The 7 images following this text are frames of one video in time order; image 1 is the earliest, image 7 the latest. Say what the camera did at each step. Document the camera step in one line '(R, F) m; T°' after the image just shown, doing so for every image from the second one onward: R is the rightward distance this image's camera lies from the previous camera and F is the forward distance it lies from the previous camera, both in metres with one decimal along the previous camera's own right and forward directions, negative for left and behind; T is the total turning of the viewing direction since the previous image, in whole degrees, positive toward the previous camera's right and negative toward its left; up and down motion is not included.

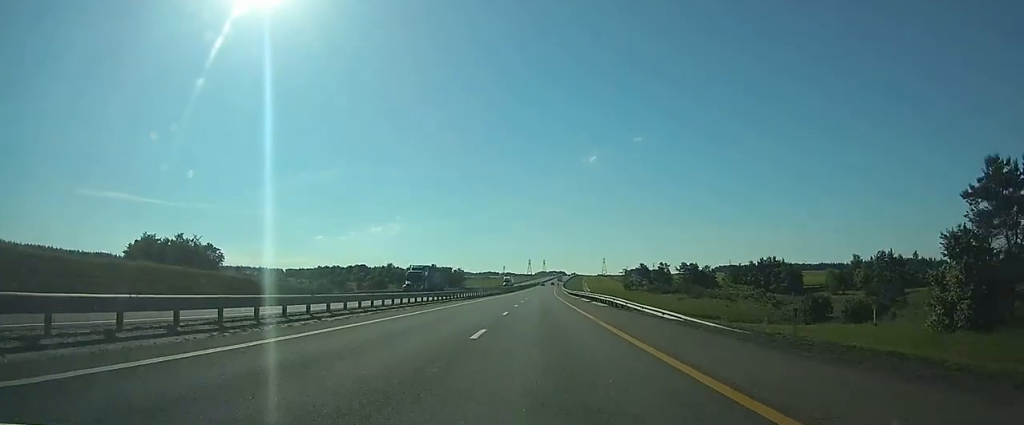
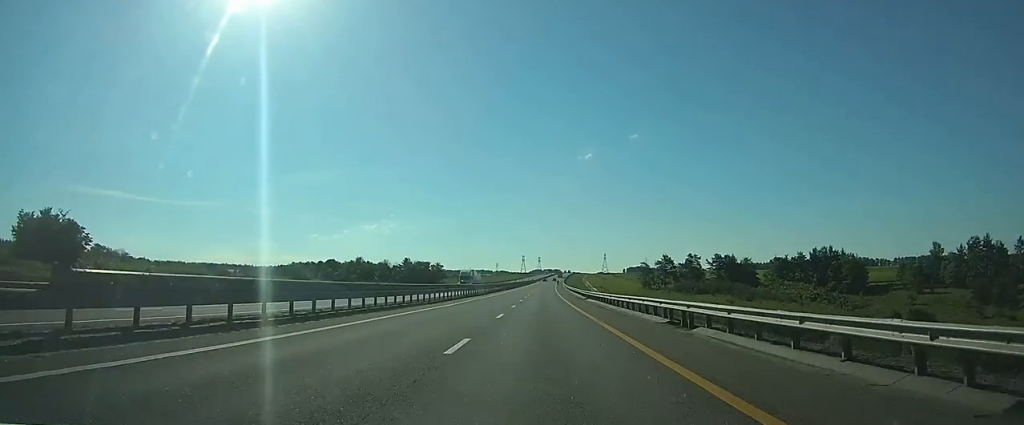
(+0.2, +50.6) m; +1°
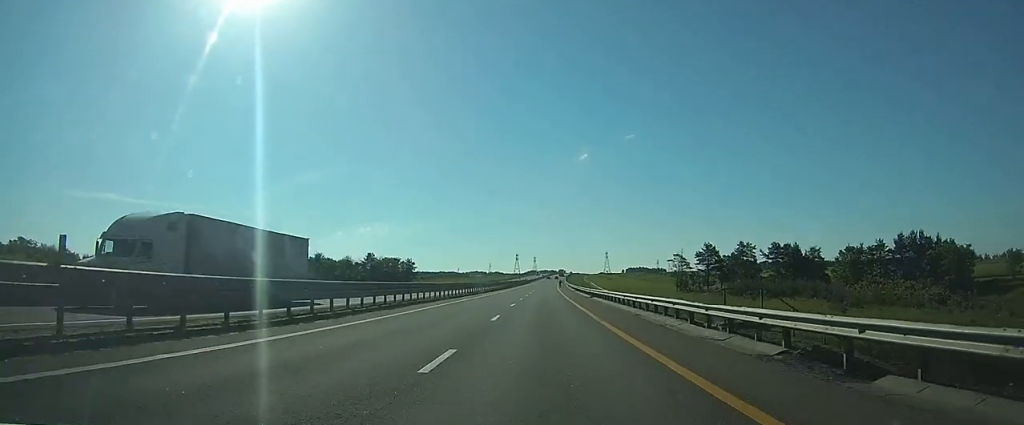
(+0.2, +49.7) m; 0°
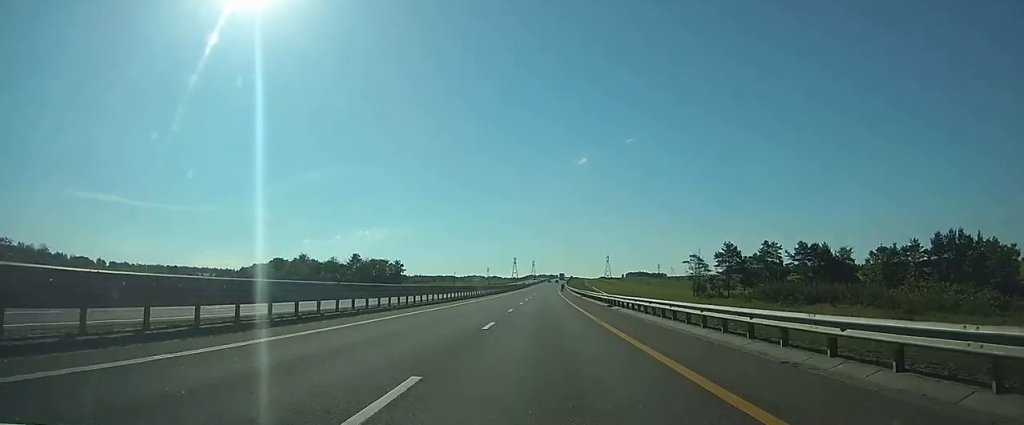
(-0.1, +15.3) m; 0°
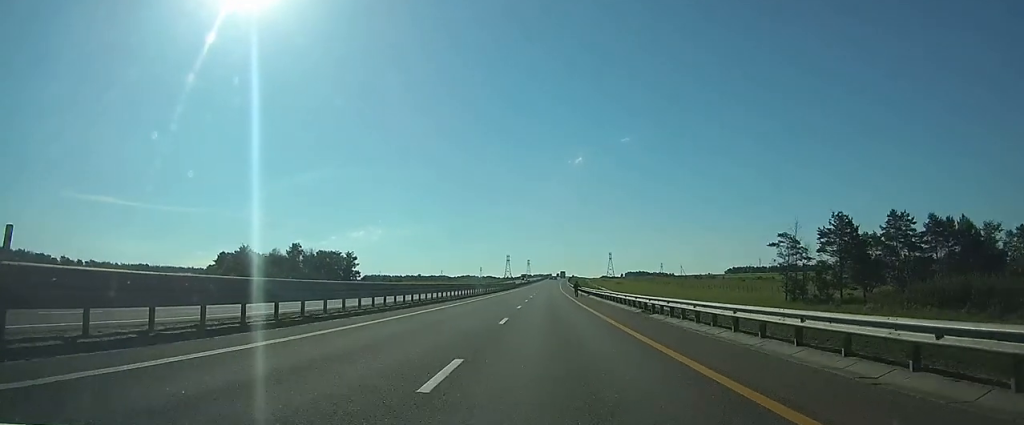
(+0.3, +45.8) m; +1°
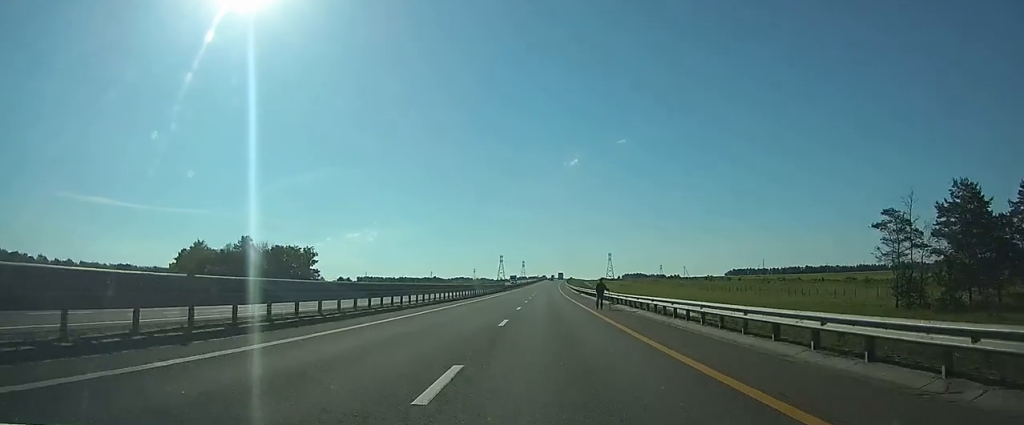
(+0.2, +24.5) m; 0°
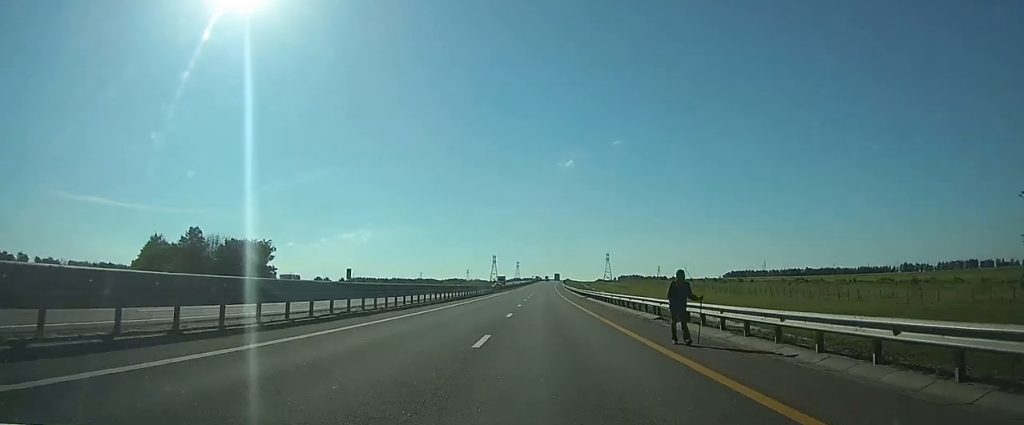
(0.0, +18.3) m; 0°
